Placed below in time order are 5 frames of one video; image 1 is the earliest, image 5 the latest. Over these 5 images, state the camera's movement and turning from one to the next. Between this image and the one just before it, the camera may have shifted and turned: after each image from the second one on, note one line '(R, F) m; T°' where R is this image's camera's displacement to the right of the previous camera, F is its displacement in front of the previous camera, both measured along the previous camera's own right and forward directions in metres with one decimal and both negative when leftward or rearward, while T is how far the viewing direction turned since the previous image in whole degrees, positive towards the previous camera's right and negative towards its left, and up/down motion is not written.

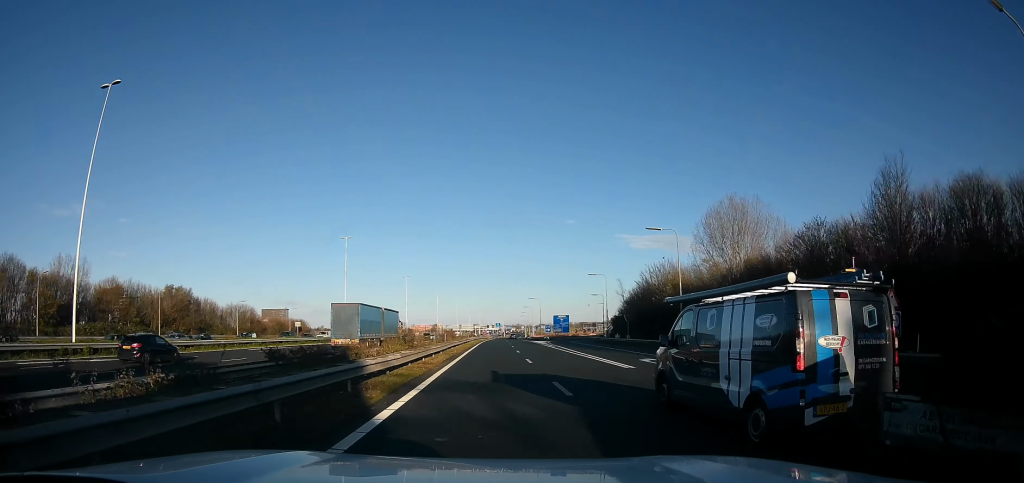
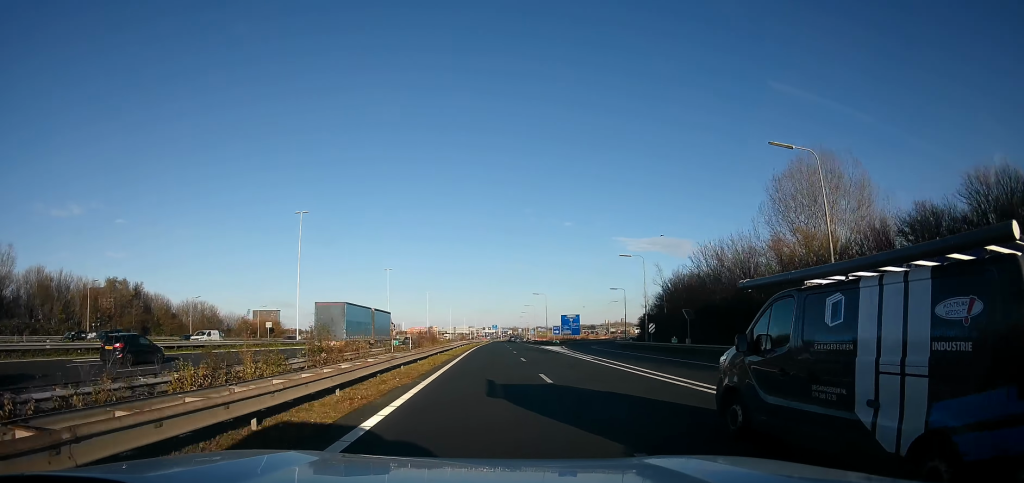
(-0.1, +20.7) m; +2°
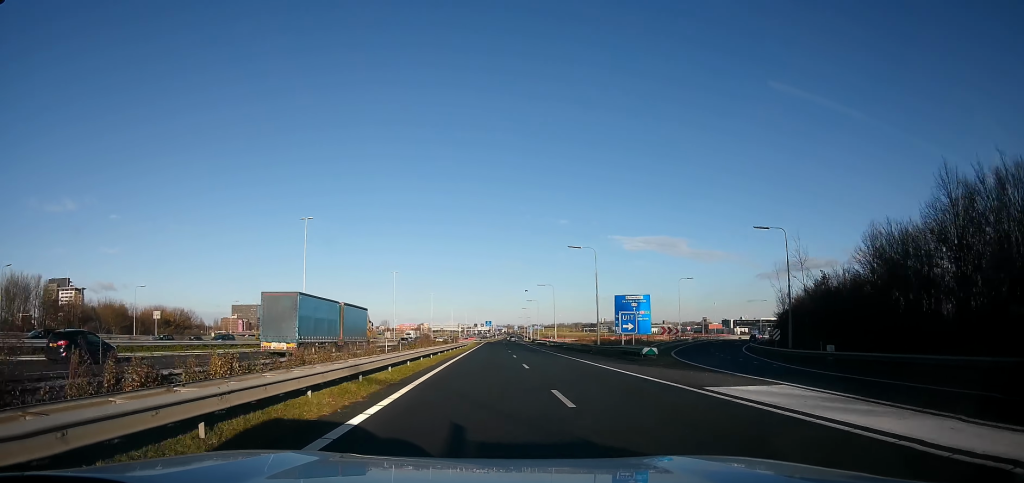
(+1.0, +52.9) m; +1°
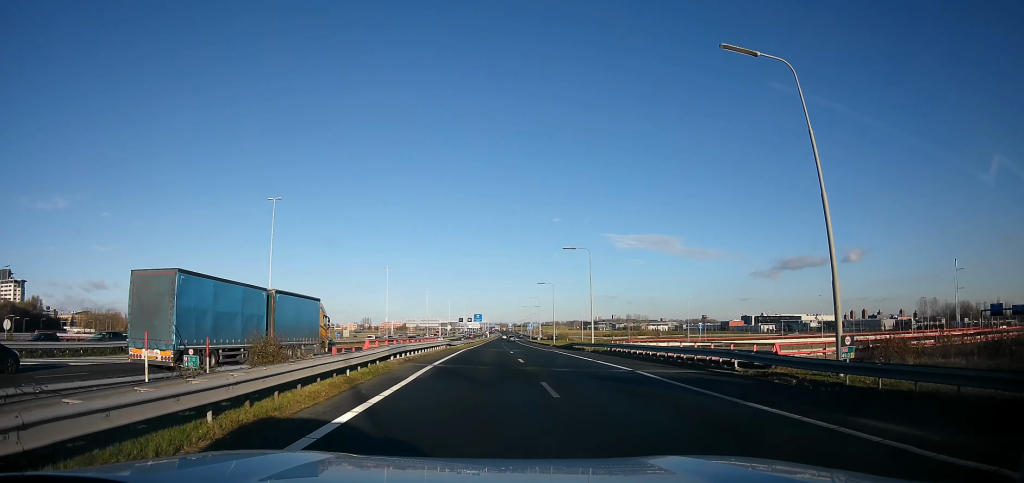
(-1.1, +70.9) m; -4°
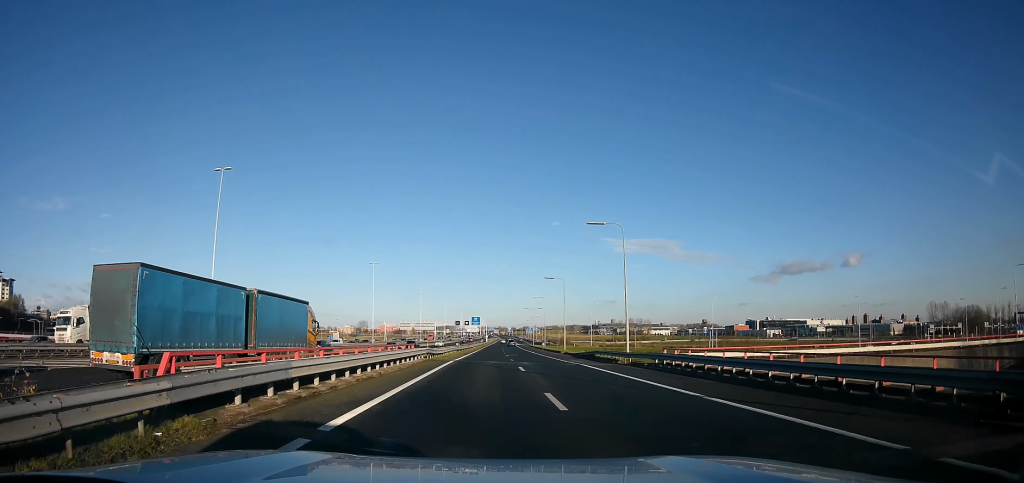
(-0.3, +13.2) m; 0°
